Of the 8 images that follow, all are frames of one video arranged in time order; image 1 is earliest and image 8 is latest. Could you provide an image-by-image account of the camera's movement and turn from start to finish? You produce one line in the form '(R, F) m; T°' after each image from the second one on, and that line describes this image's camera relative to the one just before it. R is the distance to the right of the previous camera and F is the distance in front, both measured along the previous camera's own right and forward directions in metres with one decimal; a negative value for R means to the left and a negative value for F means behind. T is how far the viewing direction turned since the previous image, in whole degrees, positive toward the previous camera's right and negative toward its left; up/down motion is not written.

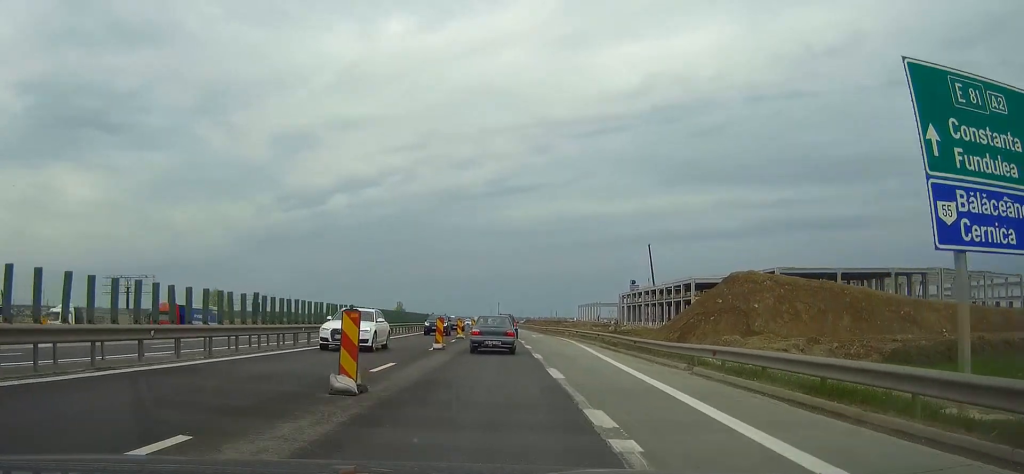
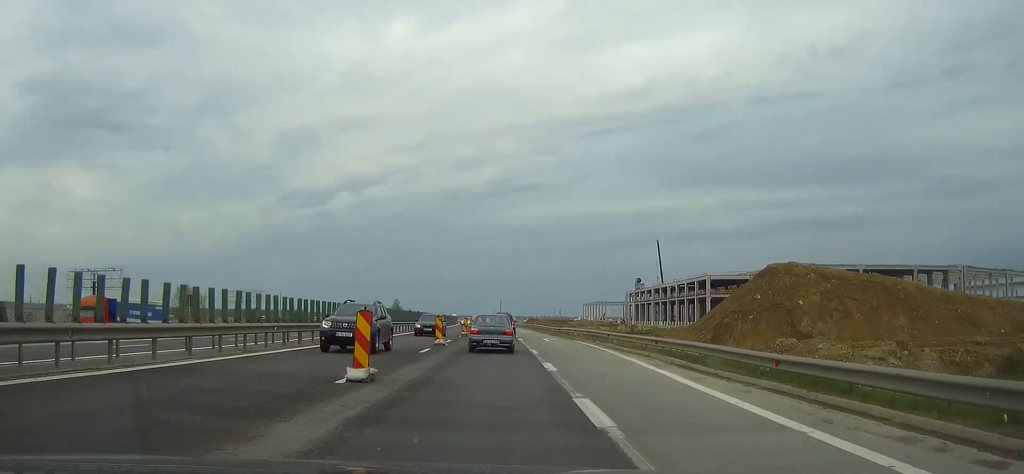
(-0.1, +15.1) m; 0°
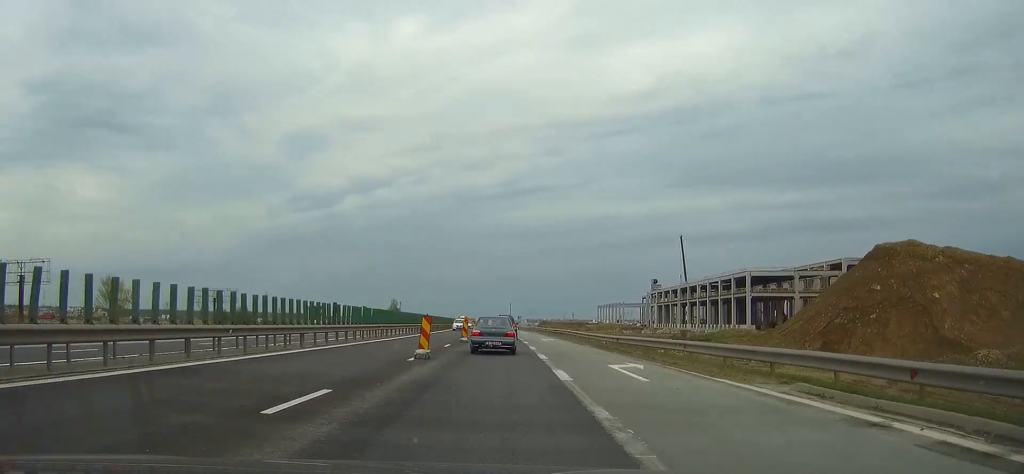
(-0.1, +28.1) m; -1°
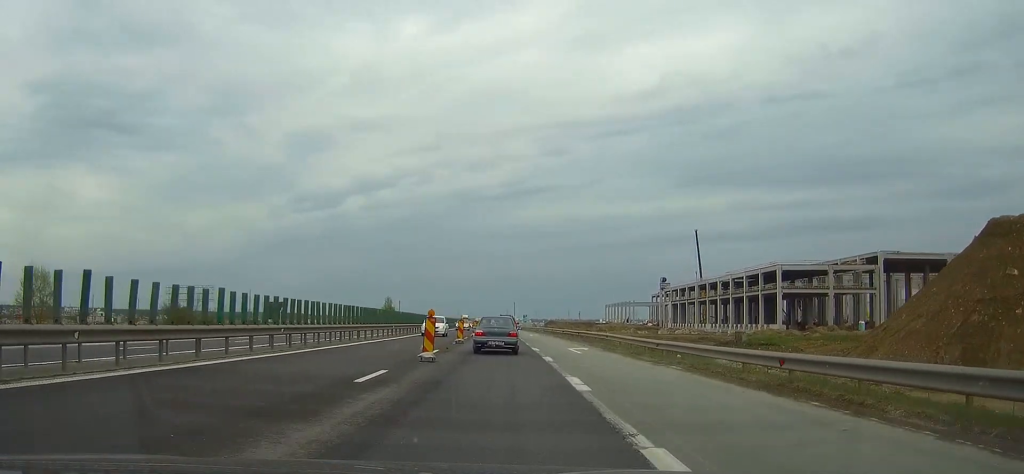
(-0.1, +19.5) m; -1°
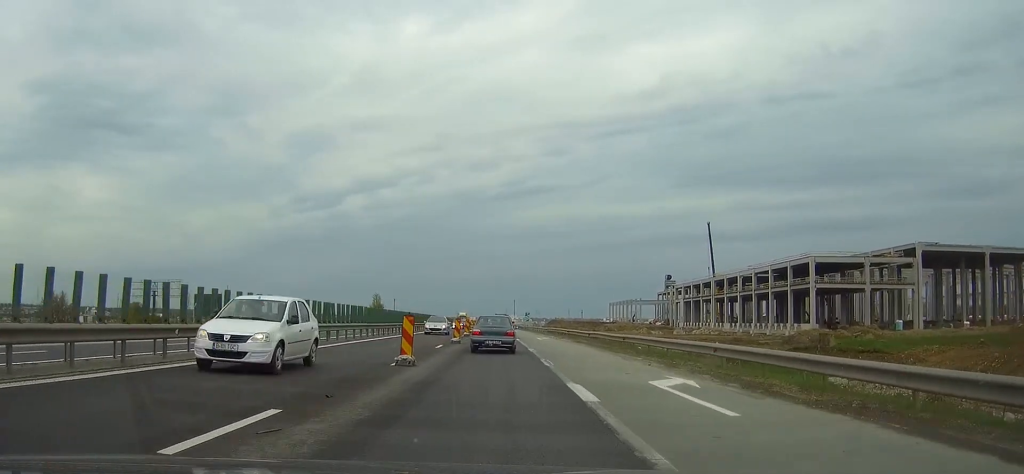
(-0.1, +19.5) m; 0°
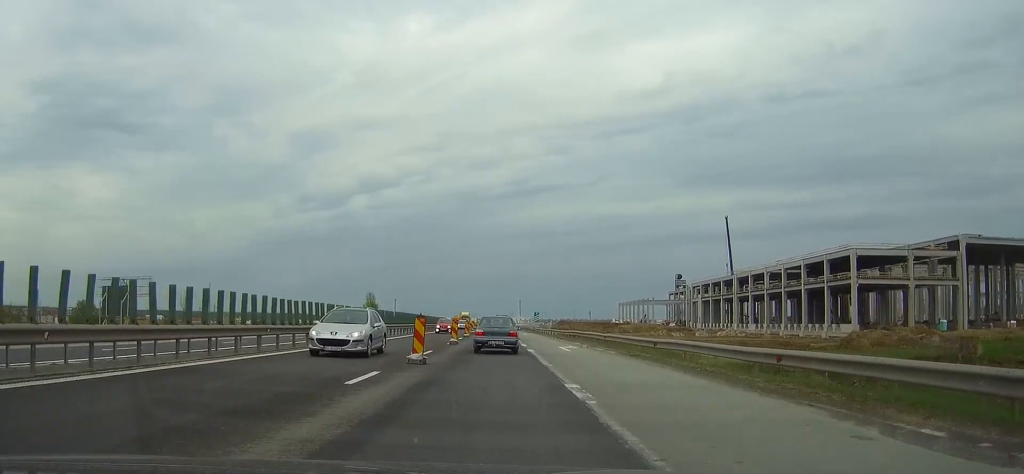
(0.0, +17.2) m; 0°
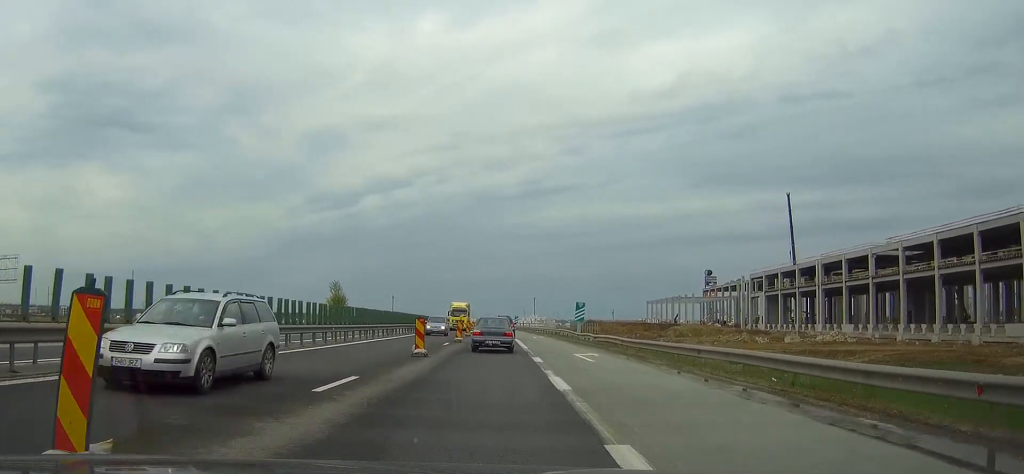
(-0.2, +50.5) m; 0°
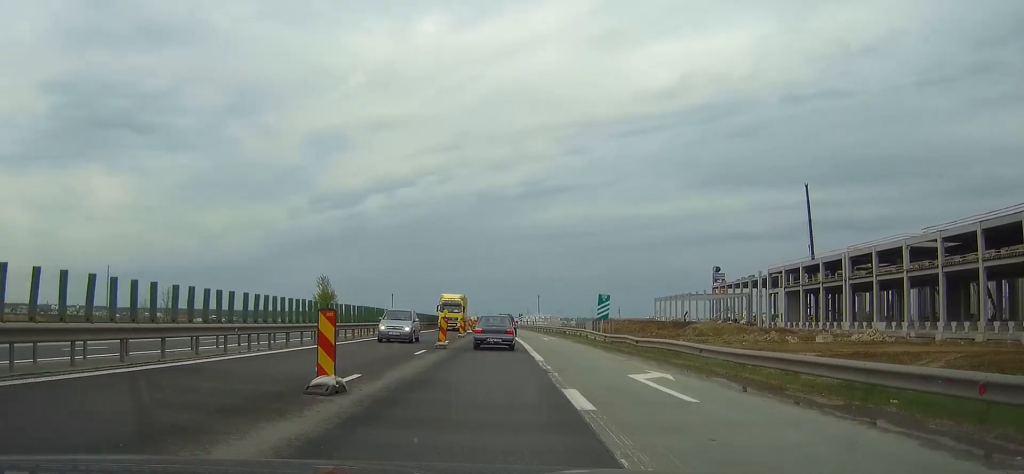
(0.0, +12.0) m; 0°
